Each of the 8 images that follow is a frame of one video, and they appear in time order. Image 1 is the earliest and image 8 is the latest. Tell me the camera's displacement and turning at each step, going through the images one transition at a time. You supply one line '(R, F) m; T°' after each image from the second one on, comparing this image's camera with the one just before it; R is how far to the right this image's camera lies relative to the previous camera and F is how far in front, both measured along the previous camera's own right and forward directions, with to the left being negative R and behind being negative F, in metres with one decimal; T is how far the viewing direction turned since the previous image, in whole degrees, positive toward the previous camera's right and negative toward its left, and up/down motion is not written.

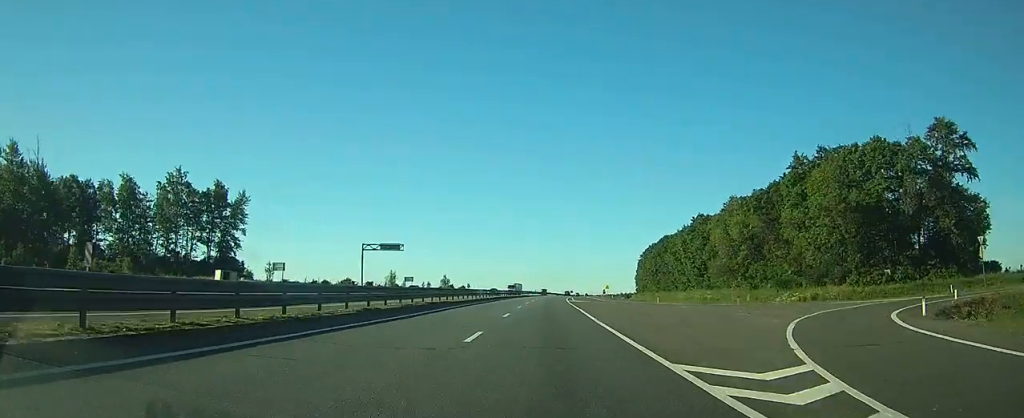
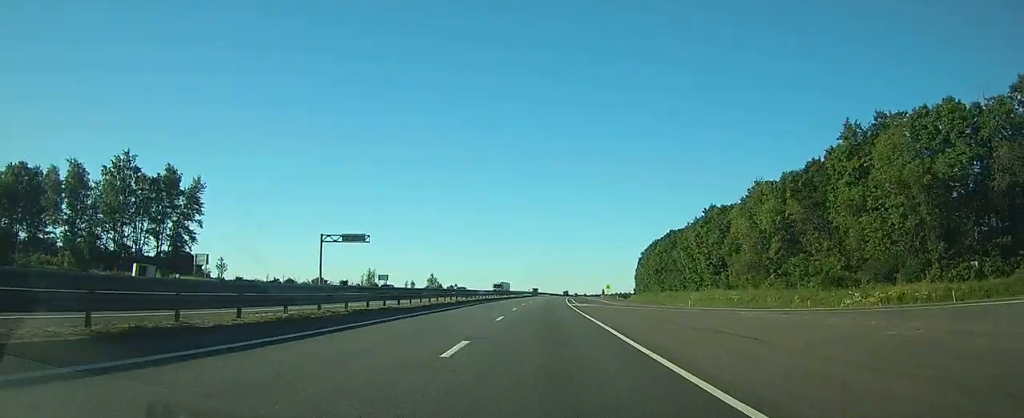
(0.0, +14.6) m; 0°
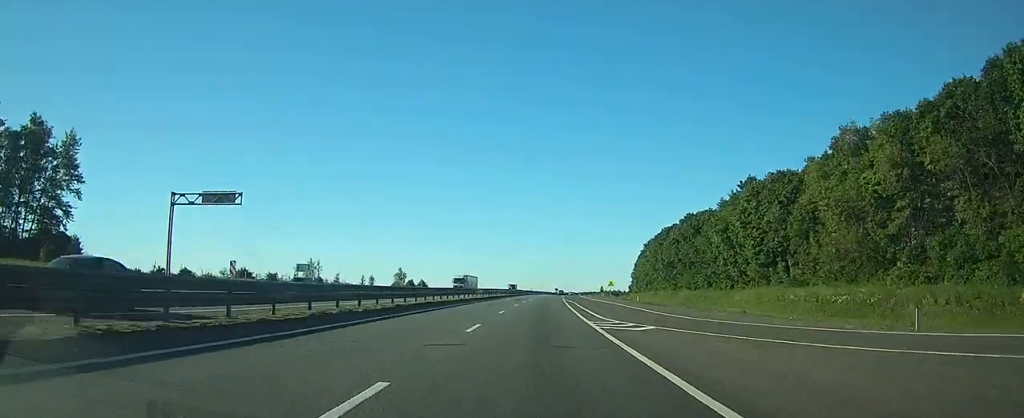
(+0.3, +29.6) m; +1°
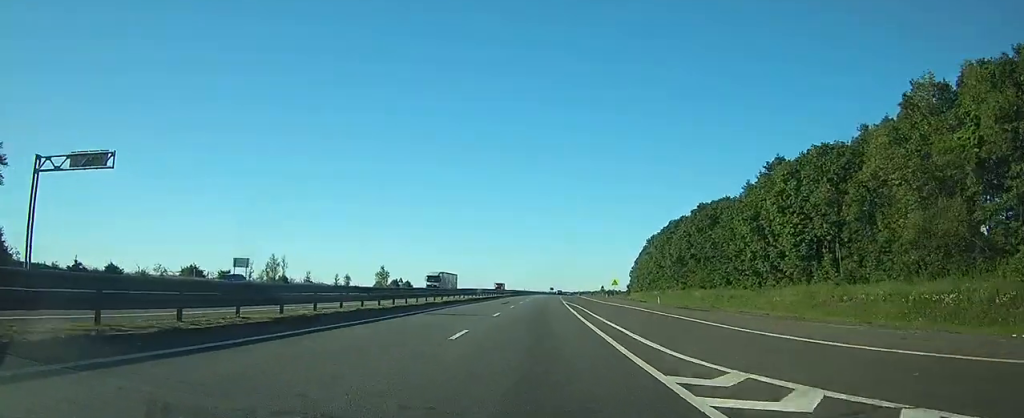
(+0.1, +14.1) m; 0°
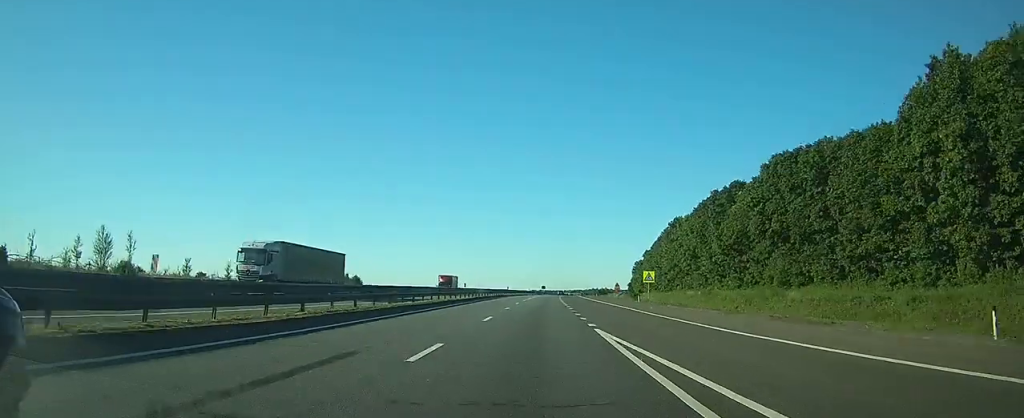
(+0.4, +40.1) m; +1°
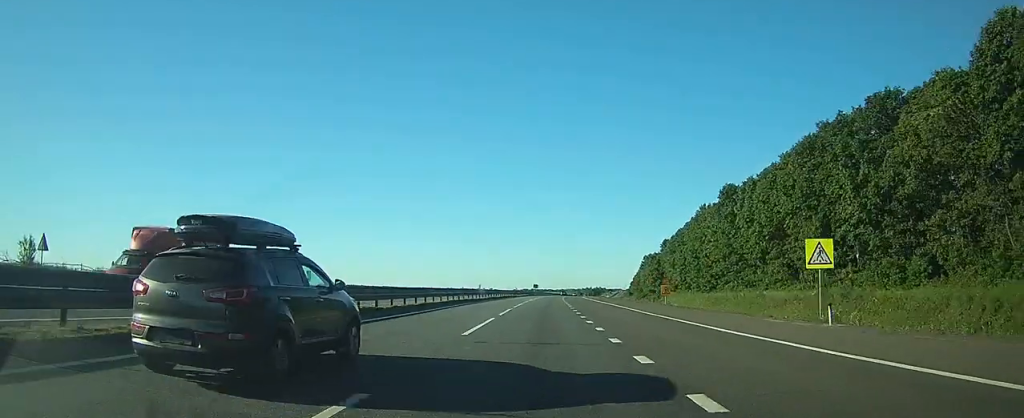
(+0.5, +41.7) m; +1°
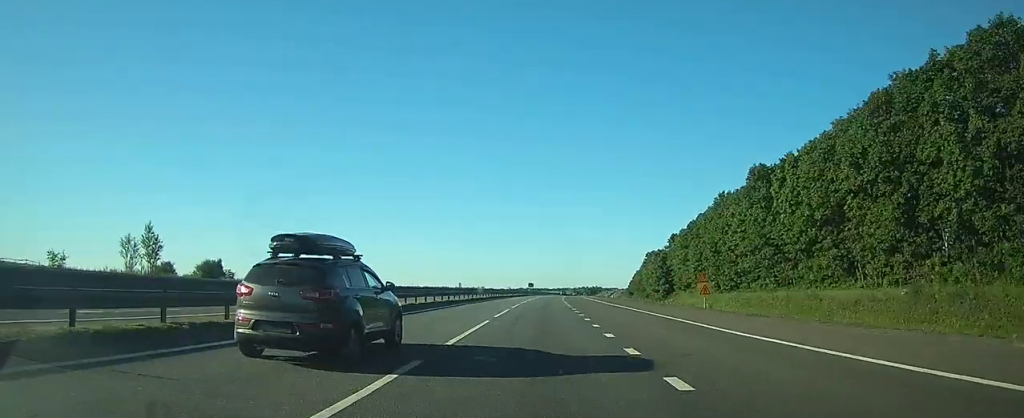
(0.0, +14.6) m; 0°
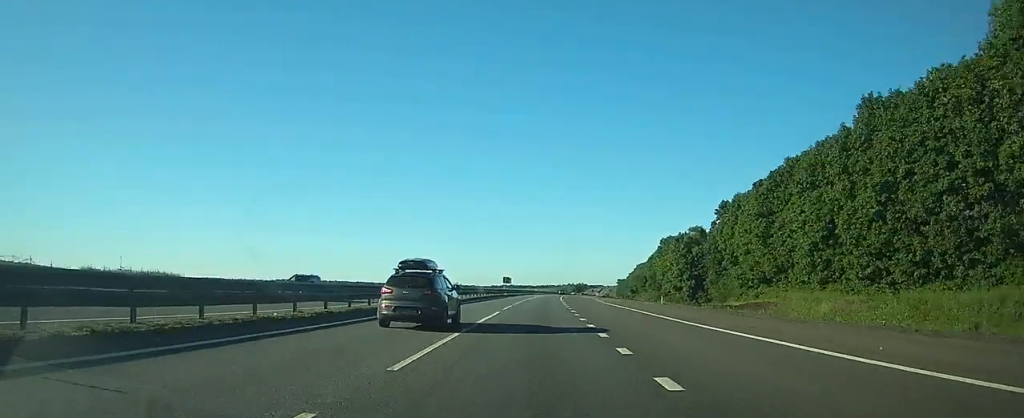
(+0.4, +51.6) m; +1°
